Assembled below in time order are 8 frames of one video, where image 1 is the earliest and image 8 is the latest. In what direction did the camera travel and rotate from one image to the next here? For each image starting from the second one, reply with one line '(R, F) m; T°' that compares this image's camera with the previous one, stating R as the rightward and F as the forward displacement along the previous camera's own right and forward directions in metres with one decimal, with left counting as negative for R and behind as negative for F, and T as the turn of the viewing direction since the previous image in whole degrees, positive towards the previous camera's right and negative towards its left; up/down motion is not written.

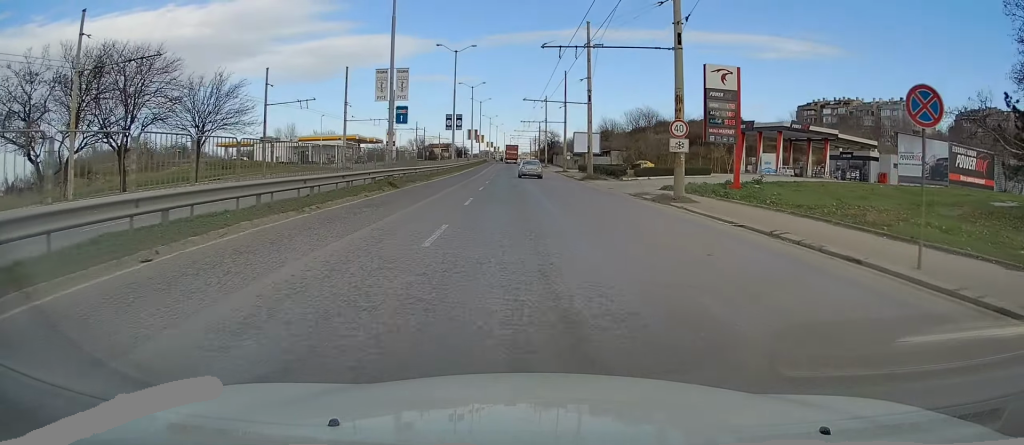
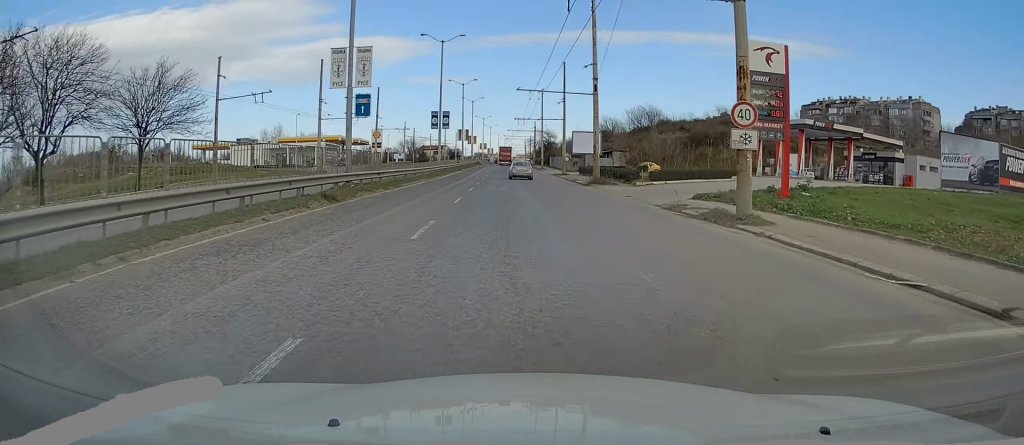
(0.0, +8.0) m; 0°
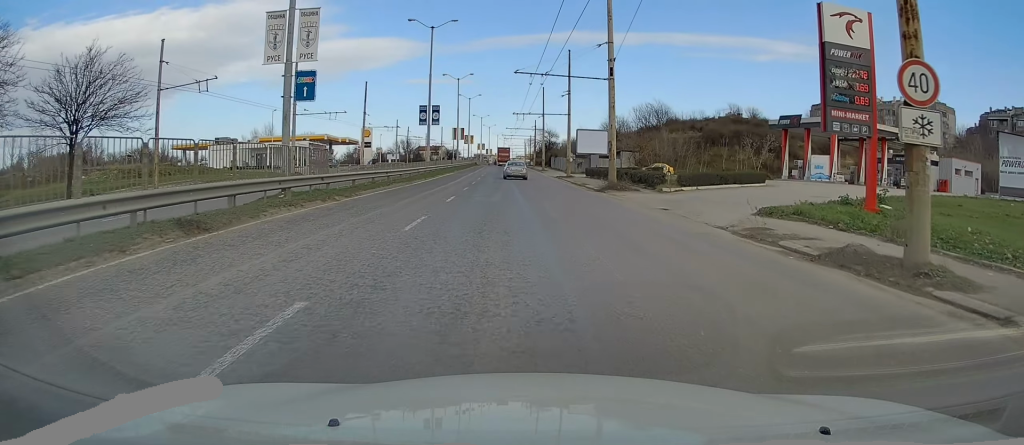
(0.0, +8.0) m; 0°
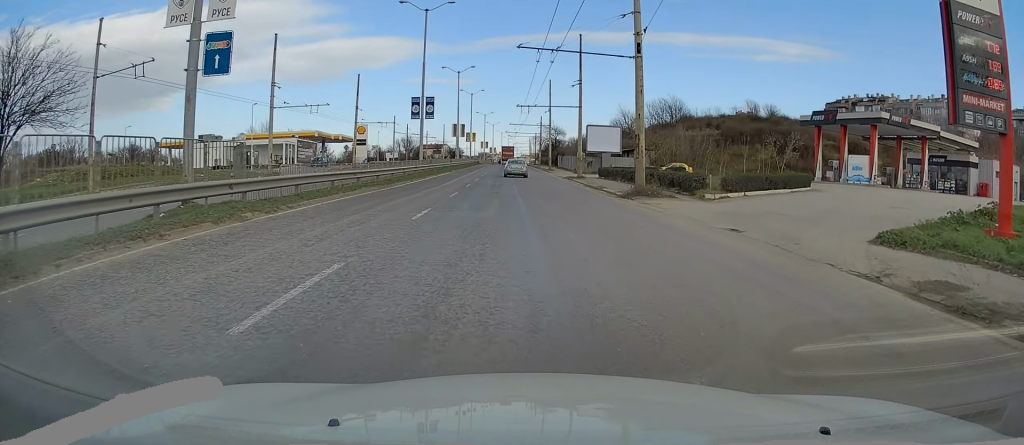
(0.0, +7.0) m; 0°
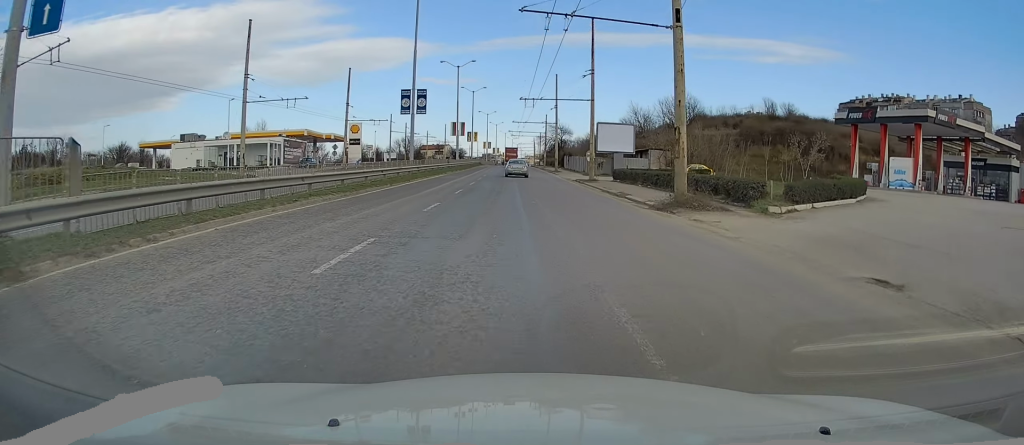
(0.0, +6.6) m; 0°
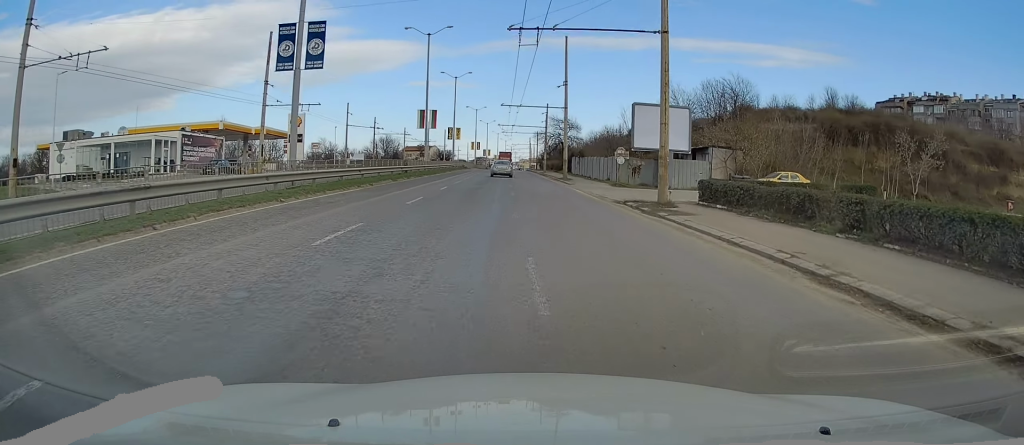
(+0.1, +25.0) m; +1°
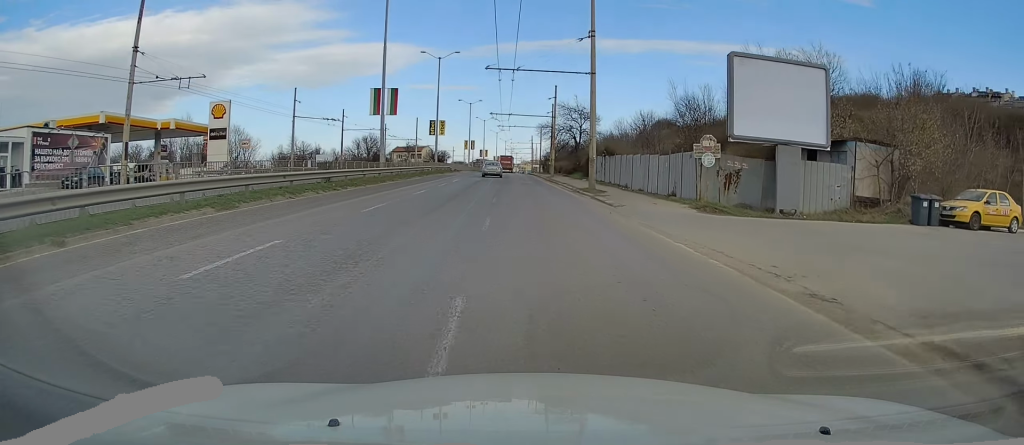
(0.0, +21.1) m; 0°
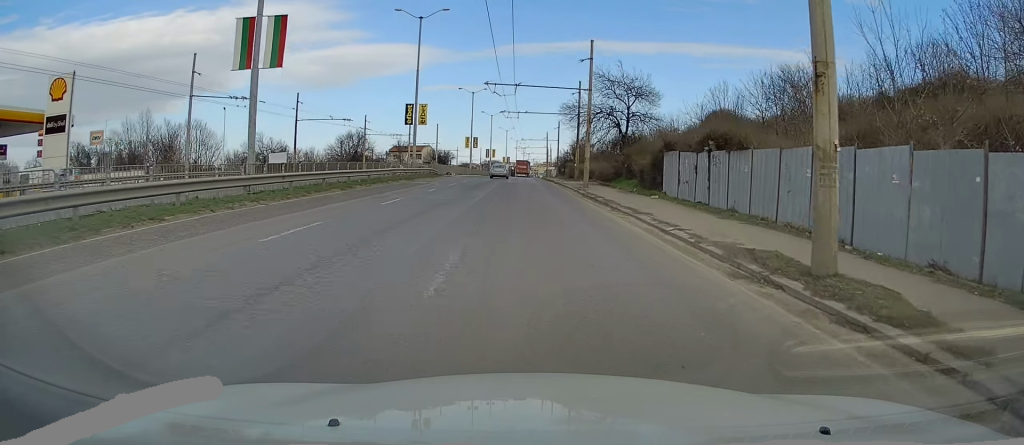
(-0.2, +24.0) m; -2°
